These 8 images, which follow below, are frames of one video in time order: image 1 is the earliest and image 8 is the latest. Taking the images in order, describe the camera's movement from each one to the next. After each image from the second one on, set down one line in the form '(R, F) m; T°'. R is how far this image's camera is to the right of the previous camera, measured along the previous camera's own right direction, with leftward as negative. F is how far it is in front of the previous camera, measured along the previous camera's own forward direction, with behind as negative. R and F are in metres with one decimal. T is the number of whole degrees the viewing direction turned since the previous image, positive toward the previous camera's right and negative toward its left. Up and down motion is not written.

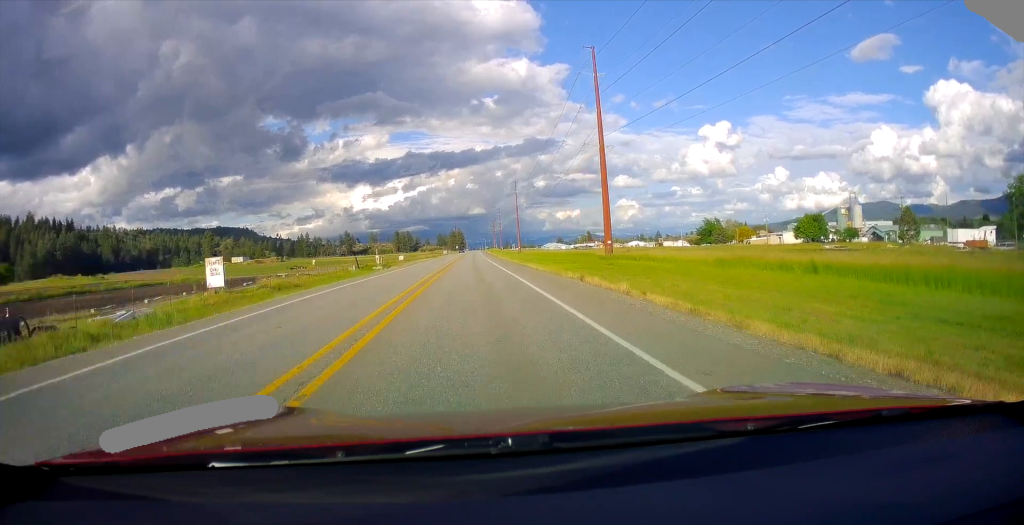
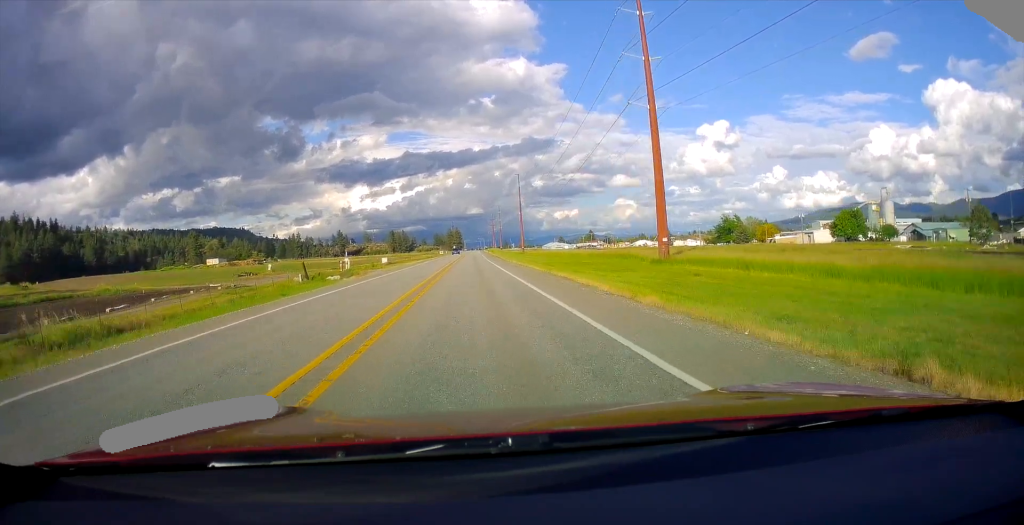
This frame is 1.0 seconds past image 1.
(0.0, +23.3) m; 0°
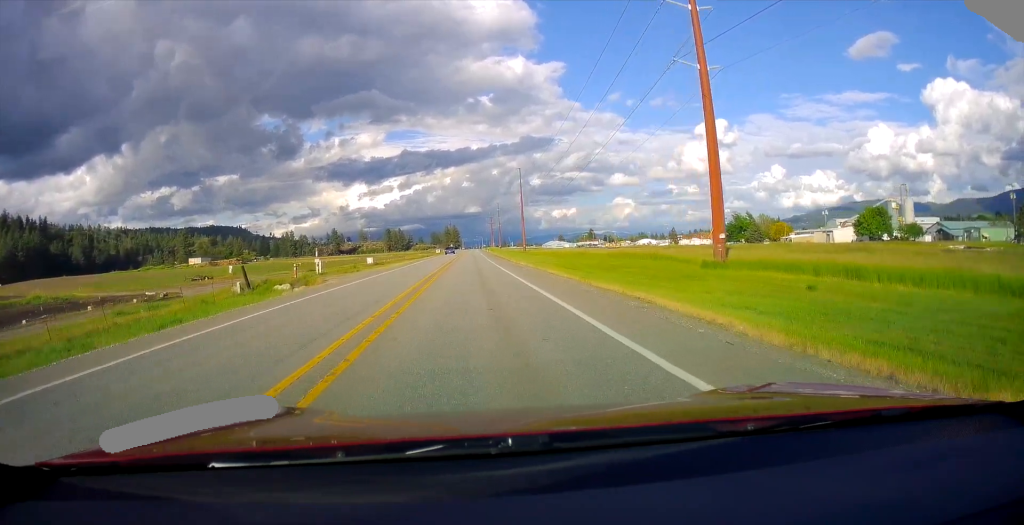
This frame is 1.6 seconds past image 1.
(0.0, +15.1) m; 0°
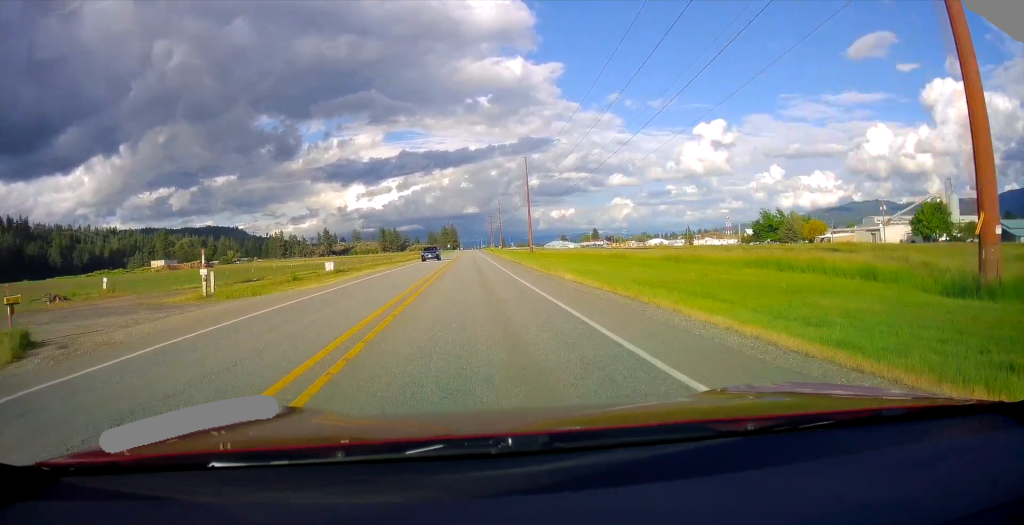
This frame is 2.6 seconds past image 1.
(0.0, +25.6) m; +1°
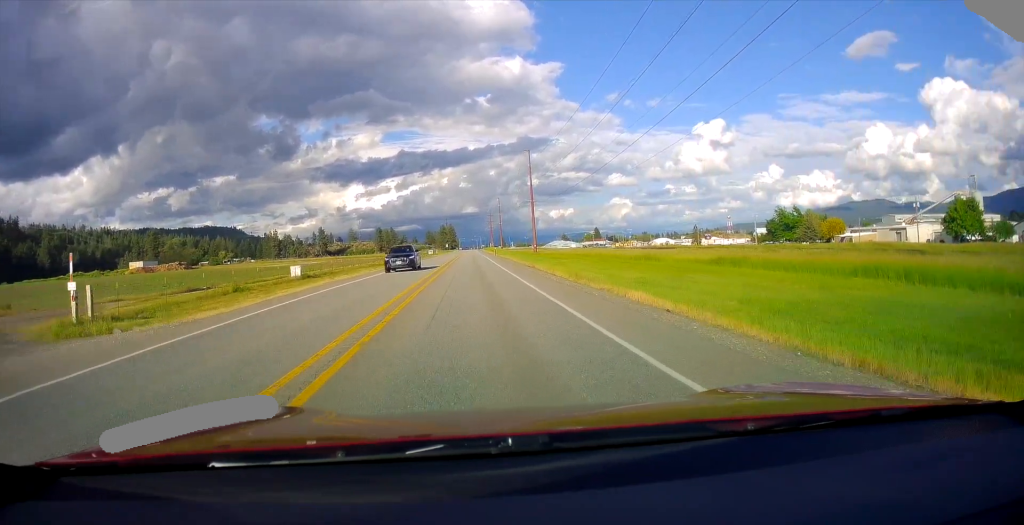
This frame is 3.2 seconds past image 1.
(+0.2, +13.7) m; +1°
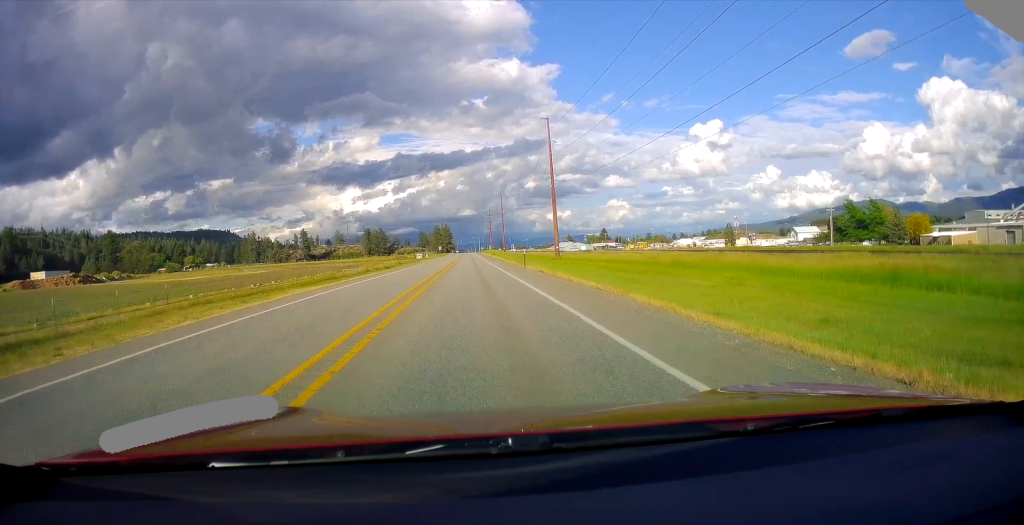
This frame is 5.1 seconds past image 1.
(+0.5, +46.0) m; 0°
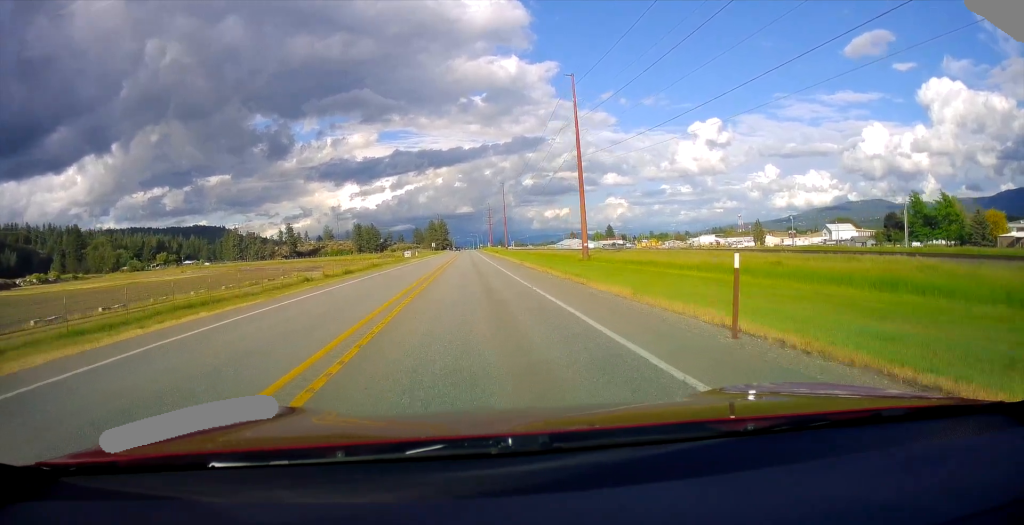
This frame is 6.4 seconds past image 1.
(-0.3, +30.6) m; -1°
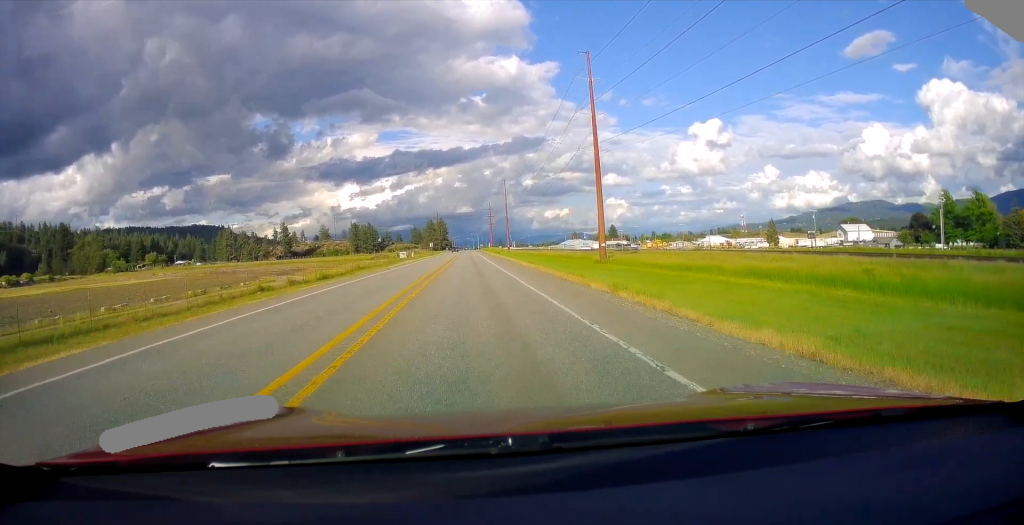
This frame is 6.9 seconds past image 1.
(-0.1, +13.8) m; 0°
